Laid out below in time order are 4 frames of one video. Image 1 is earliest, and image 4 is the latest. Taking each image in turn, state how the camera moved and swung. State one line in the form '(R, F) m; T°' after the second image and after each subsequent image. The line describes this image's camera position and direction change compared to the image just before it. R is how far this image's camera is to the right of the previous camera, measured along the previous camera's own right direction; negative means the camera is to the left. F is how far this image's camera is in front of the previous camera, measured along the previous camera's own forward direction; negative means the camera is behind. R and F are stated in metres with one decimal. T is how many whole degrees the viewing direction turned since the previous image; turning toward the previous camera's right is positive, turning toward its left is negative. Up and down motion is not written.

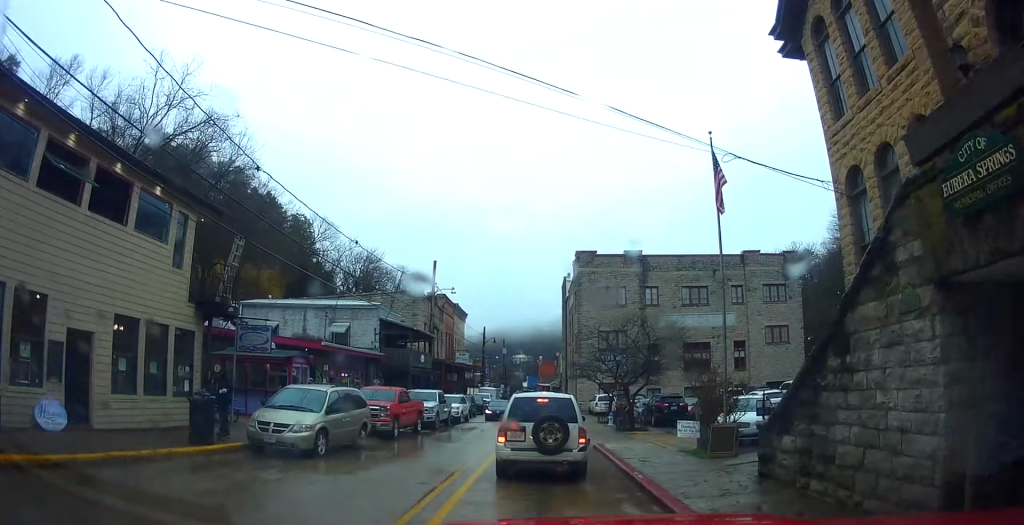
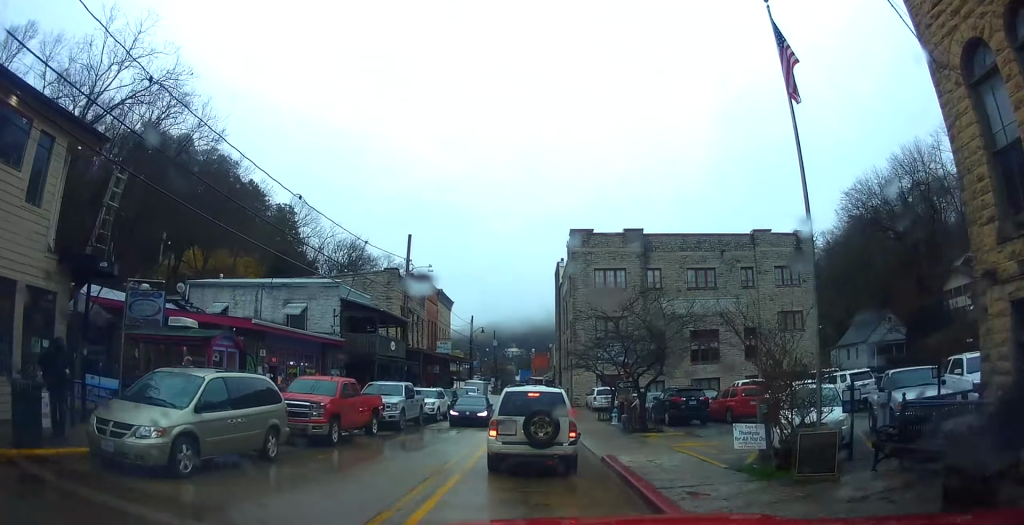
(-0.2, +5.7) m; +1°
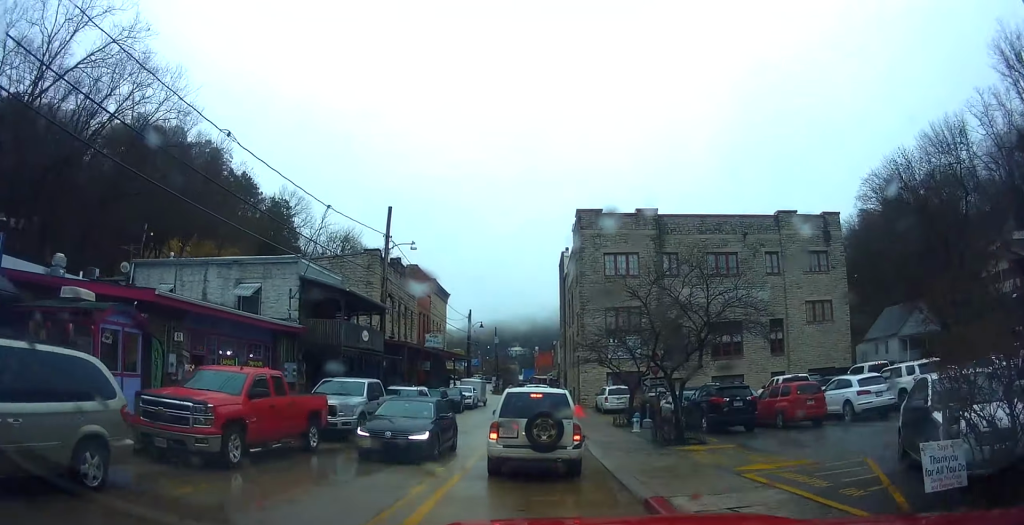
(+0.5, +5.2) m; -2°
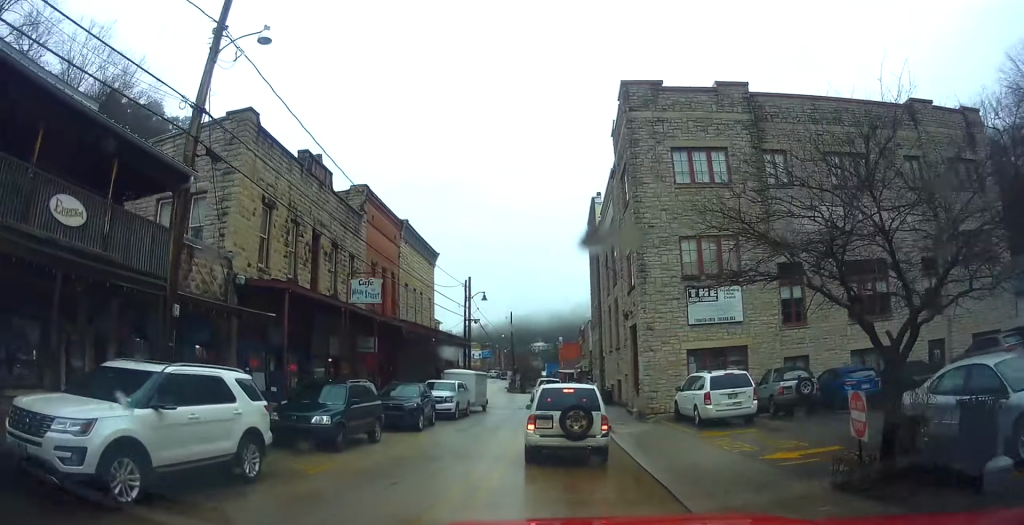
(-0.8, +18.9) m; -1°
